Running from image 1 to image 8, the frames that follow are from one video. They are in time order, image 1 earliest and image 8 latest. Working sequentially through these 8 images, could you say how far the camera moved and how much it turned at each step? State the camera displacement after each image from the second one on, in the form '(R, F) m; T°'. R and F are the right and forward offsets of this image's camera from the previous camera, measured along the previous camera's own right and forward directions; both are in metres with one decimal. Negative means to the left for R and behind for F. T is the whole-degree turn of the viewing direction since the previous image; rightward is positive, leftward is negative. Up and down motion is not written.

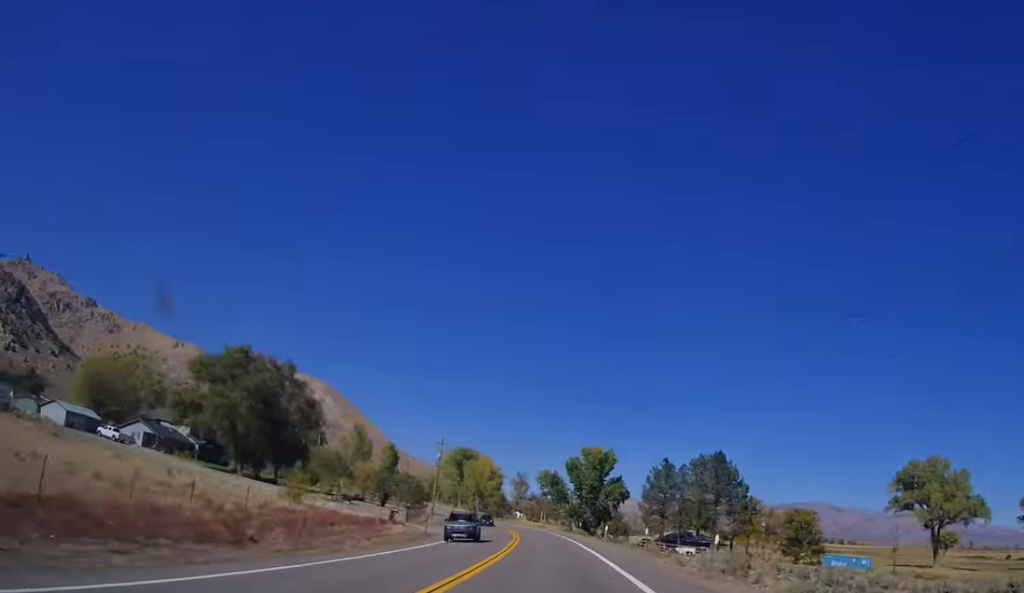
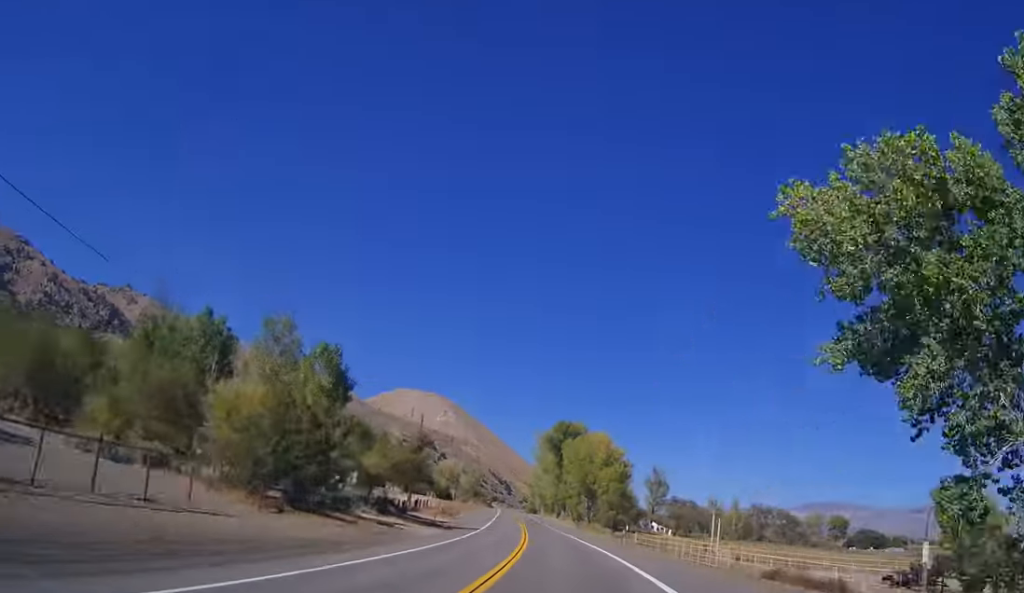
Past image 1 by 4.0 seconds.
(-9.6, +92.9) m; -11°
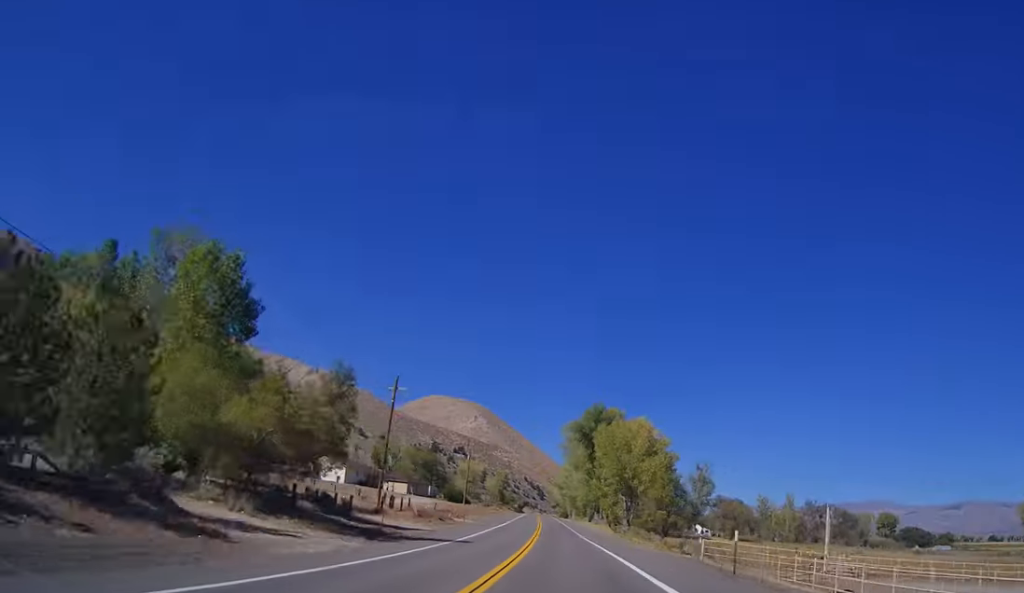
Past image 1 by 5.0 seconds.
(-0.1, +23.8) m; -3°
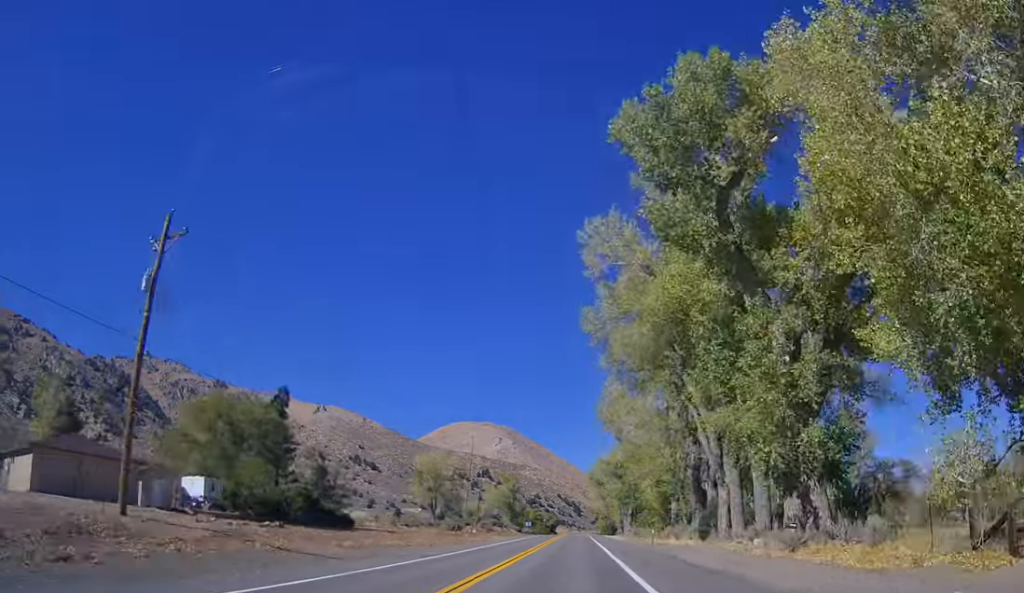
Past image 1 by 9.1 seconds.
(-9.1, +98.3) m; -7°
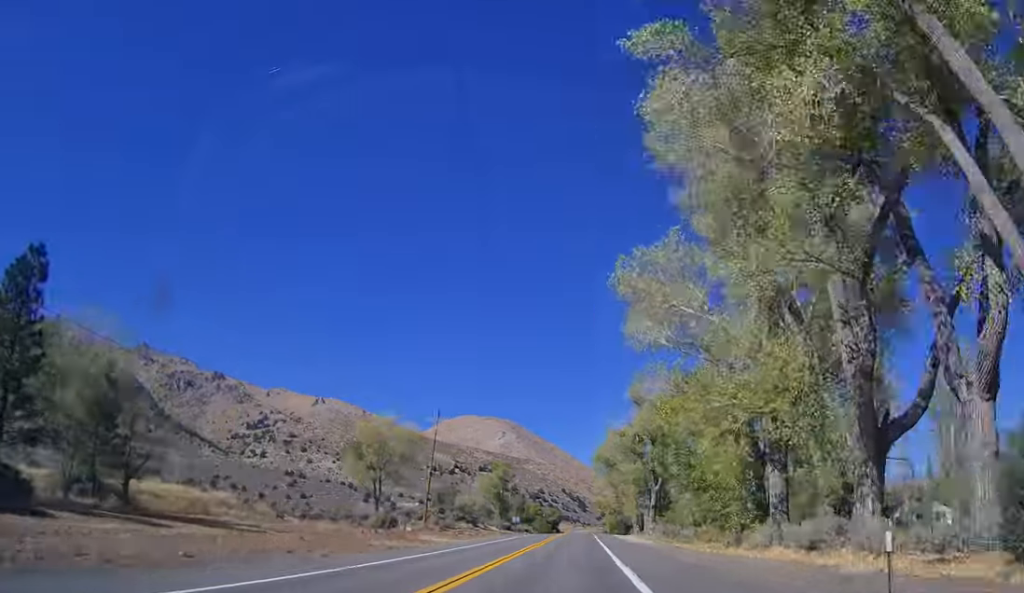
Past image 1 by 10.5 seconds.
(-0.1, +36.0) m; 0°
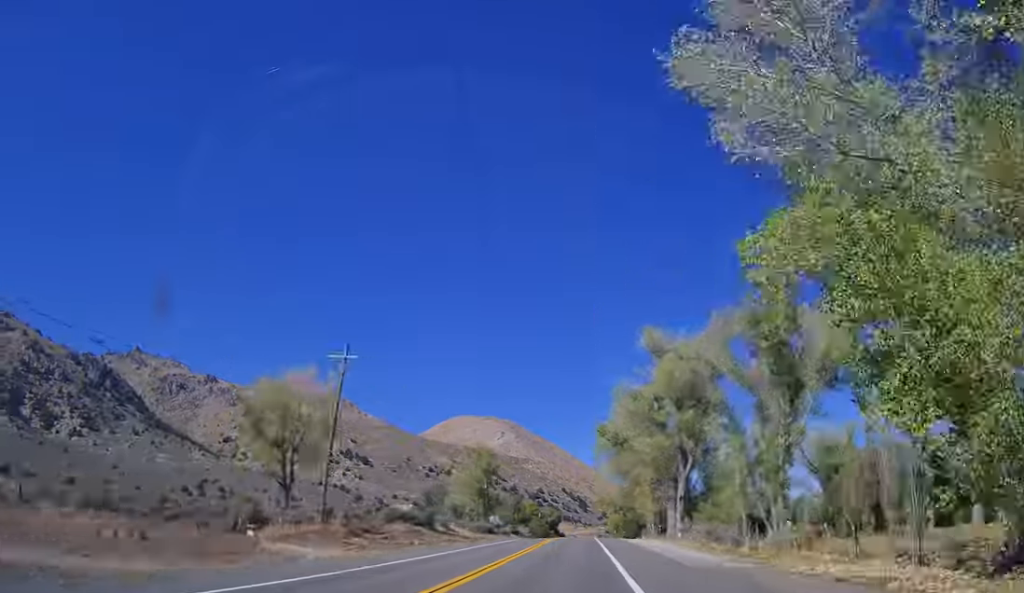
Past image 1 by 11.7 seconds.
(0.0, +27.8) m; 0°
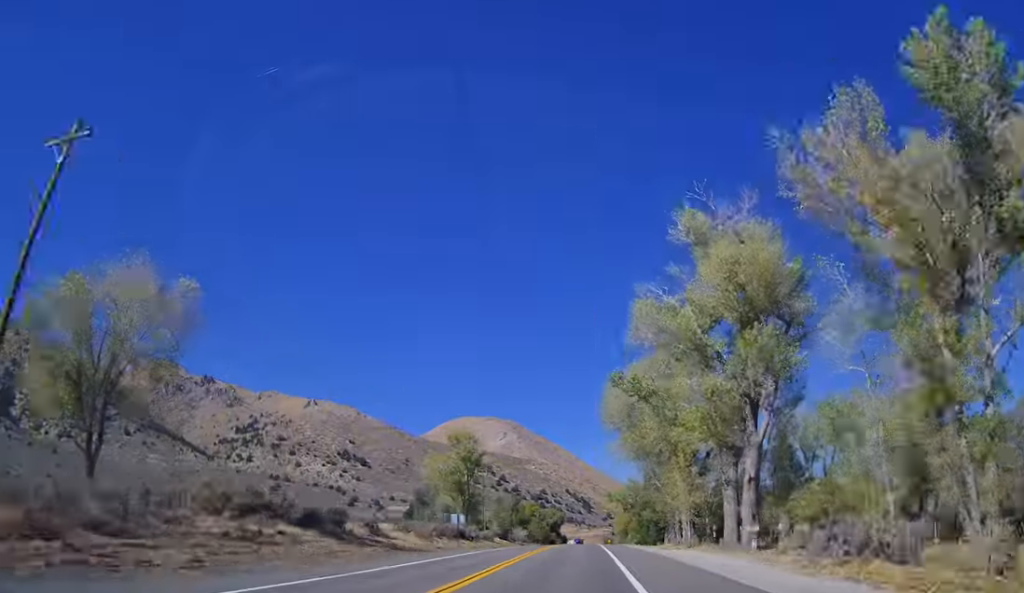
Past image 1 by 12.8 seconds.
(-0.1, +27.8) m; 0°
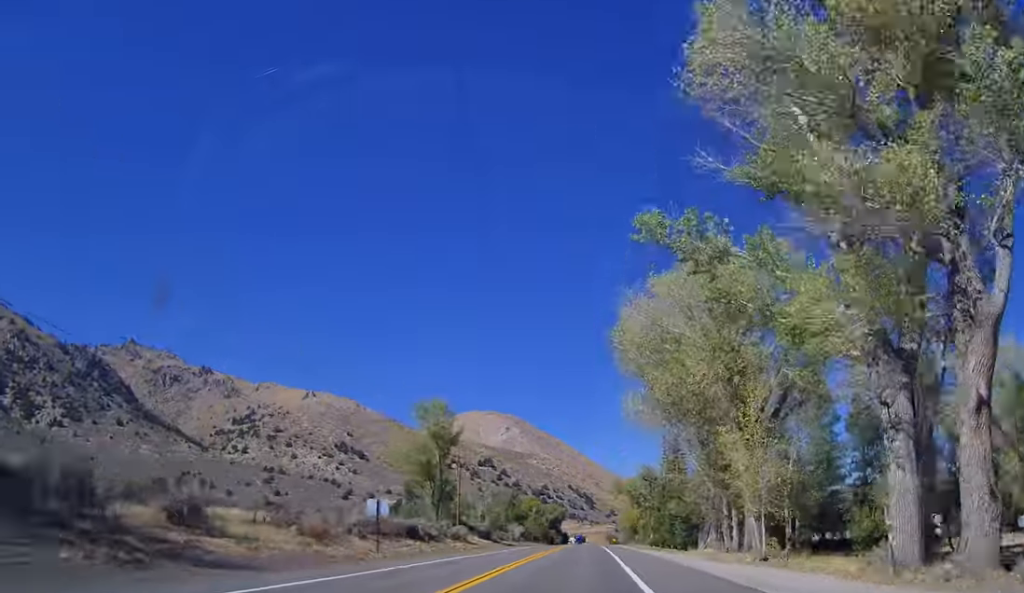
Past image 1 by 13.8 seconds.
(+0.1, +24.5) m; 0°
